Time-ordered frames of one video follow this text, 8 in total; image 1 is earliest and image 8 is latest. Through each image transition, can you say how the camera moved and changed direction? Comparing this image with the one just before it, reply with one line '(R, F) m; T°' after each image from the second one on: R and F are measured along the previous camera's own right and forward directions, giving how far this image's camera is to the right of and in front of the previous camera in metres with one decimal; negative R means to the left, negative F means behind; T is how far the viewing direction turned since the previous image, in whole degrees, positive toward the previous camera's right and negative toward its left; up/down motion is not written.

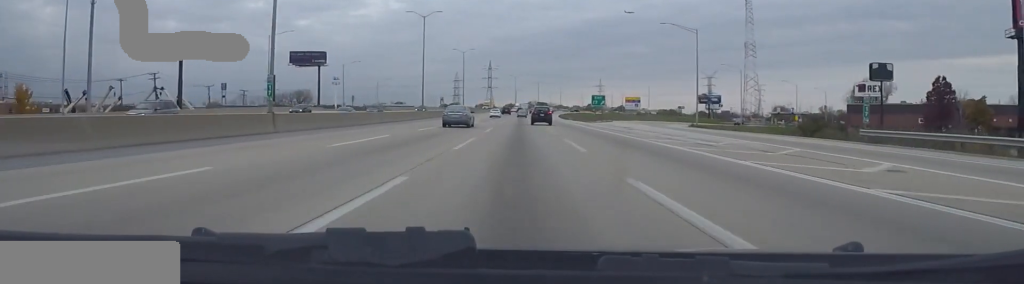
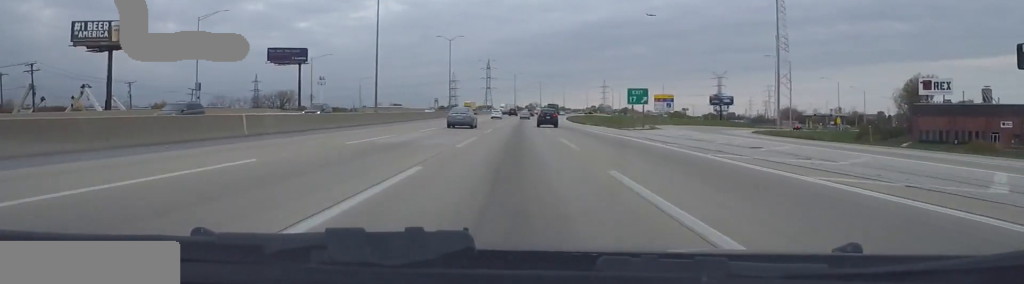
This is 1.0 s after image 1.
(+0.1, +28.3) m; 0°
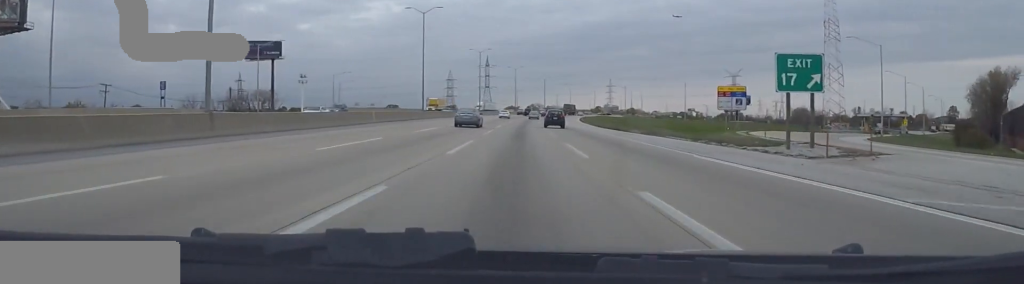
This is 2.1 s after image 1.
(0.0, +33.4) m; +1°
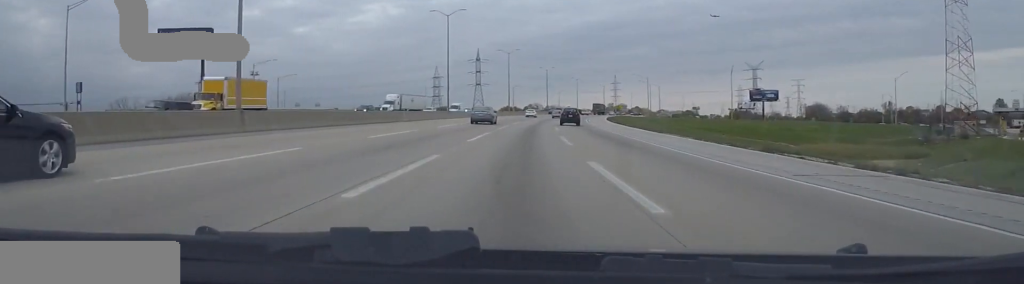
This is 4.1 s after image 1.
(0.0, +54.9) m; -1°
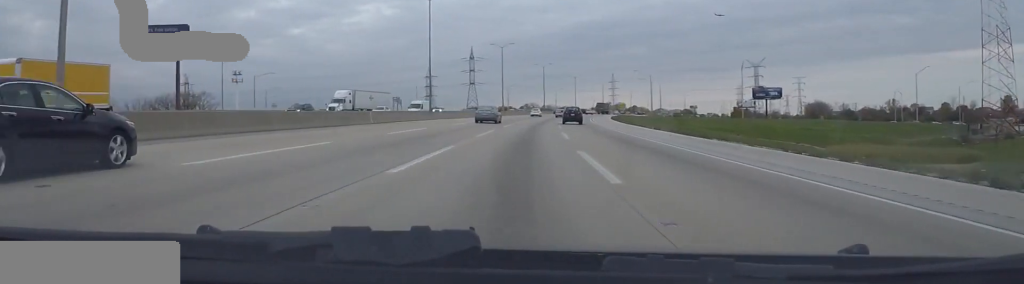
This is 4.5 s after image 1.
(-0.5, +12.6) m; 0°
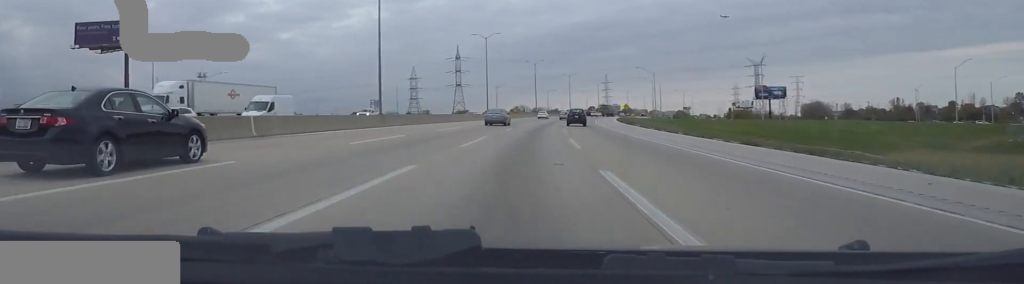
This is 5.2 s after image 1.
(+0.5, +21.5) m; +2°
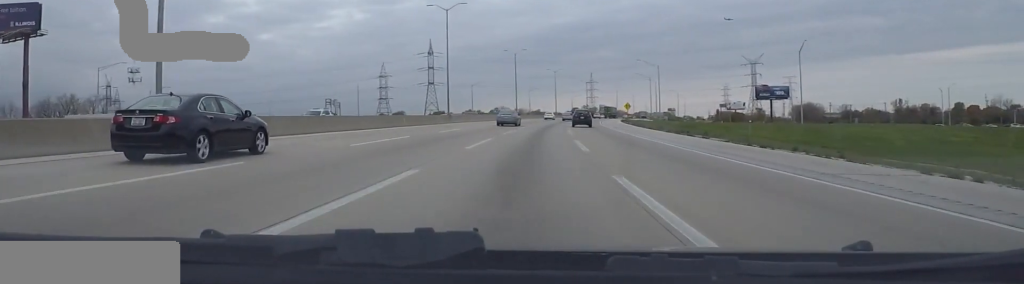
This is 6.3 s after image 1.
(+1.0, +31.4) m; +4°
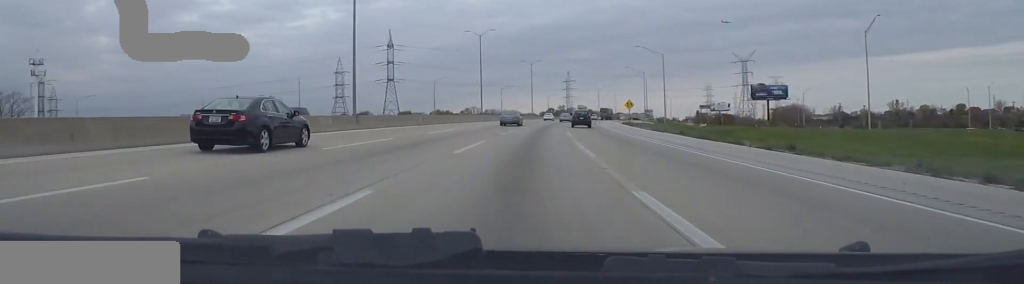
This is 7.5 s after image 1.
(+1.0, +32.9) m; +1°
